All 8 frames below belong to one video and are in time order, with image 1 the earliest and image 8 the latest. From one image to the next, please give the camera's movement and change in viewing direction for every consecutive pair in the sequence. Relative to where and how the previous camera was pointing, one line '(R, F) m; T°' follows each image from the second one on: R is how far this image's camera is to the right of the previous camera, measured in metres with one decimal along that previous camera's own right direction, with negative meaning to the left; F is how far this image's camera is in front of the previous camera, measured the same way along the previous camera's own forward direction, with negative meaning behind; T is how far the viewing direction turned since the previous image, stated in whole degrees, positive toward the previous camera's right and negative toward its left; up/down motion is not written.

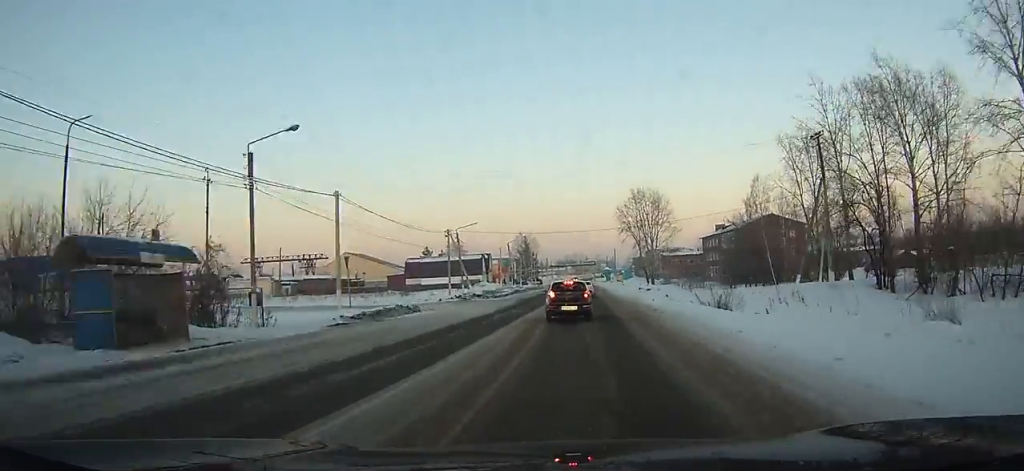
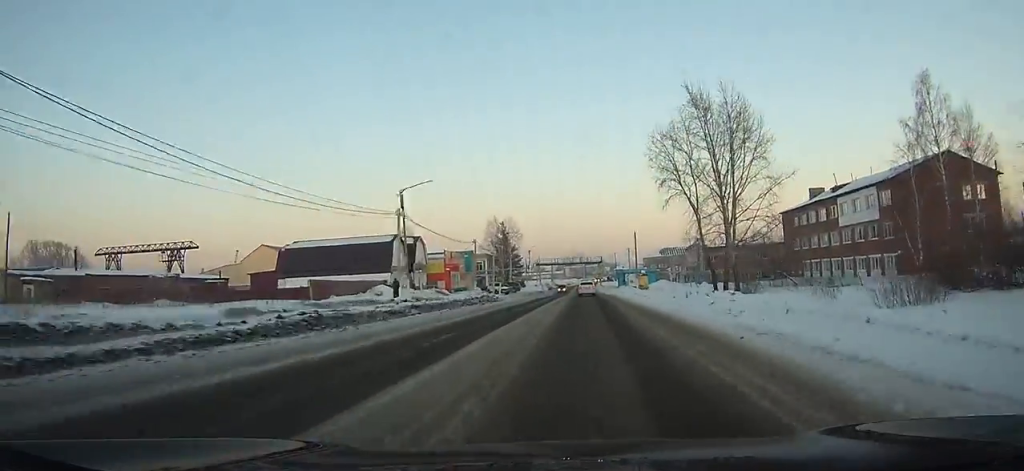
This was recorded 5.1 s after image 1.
(0.0, +58.9) m; 0°
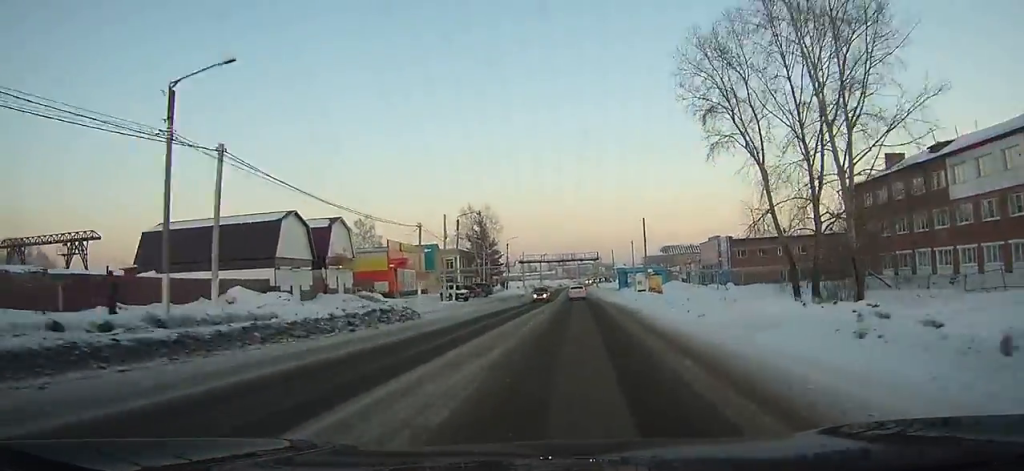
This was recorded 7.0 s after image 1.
(0.0, +23.7) m; 0°
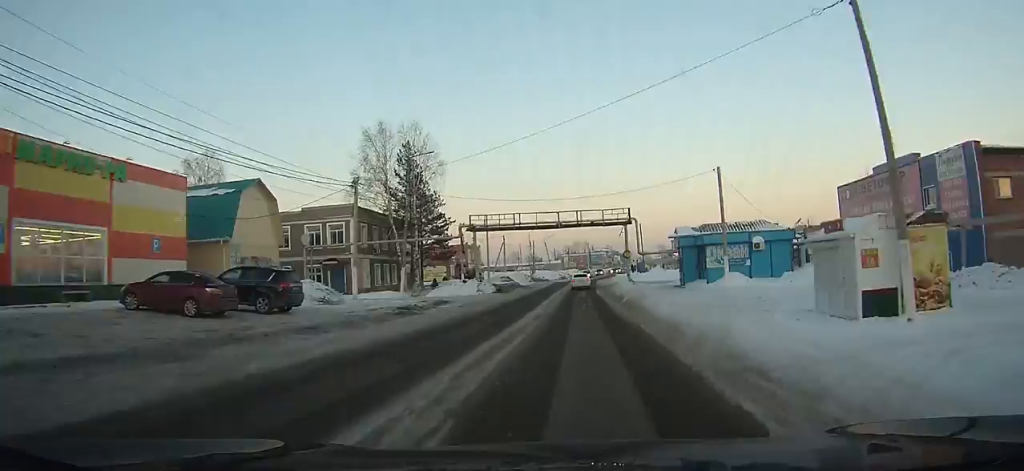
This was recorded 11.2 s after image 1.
(-0.3, +55.5) m; -1°
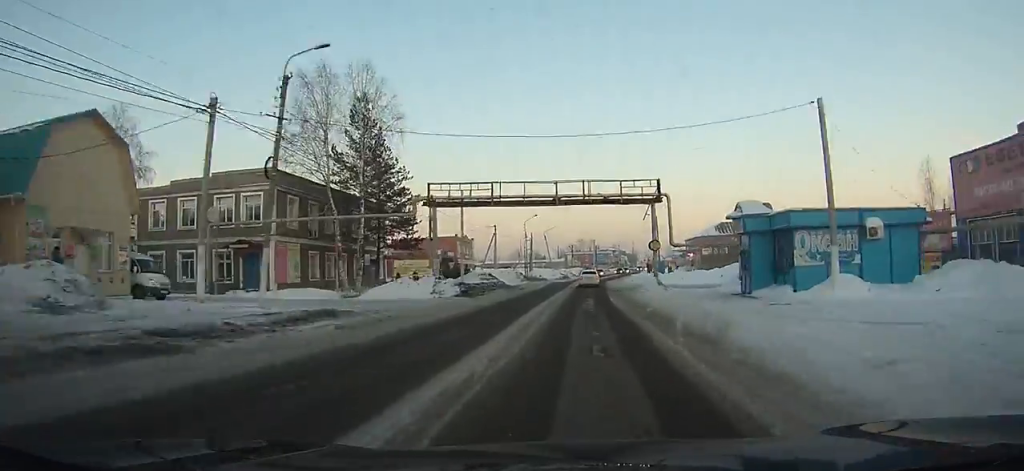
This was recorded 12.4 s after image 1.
(-0.1, +16.0) m; 0°
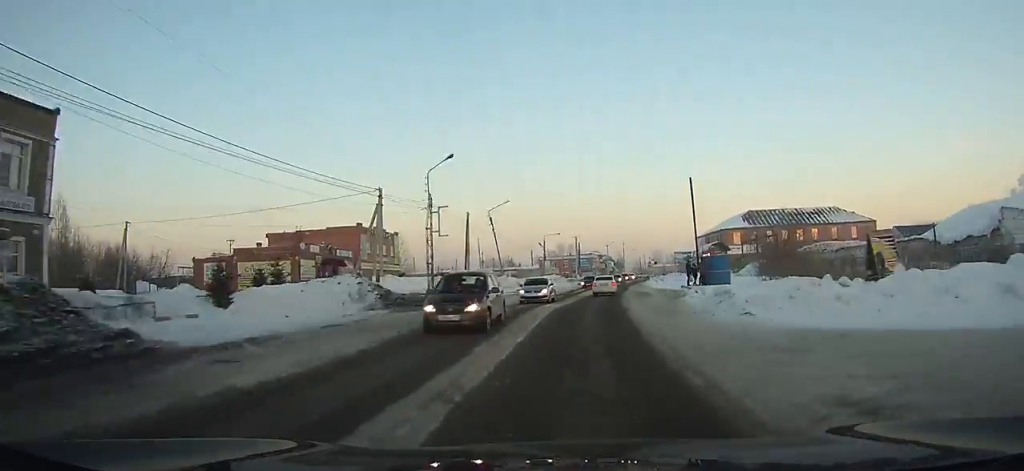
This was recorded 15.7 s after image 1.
(-0.1, +42.6) m; +2°
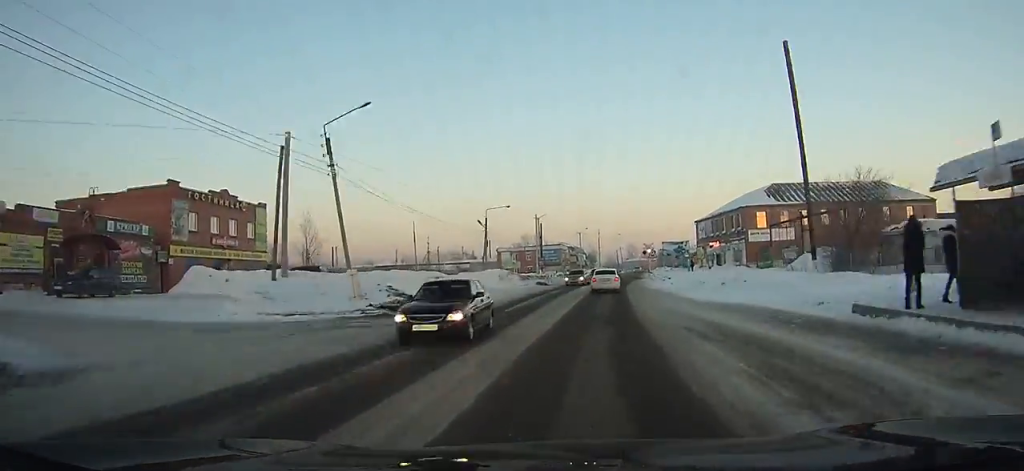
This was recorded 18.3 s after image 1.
(+1.0, +30.1) m; +2°
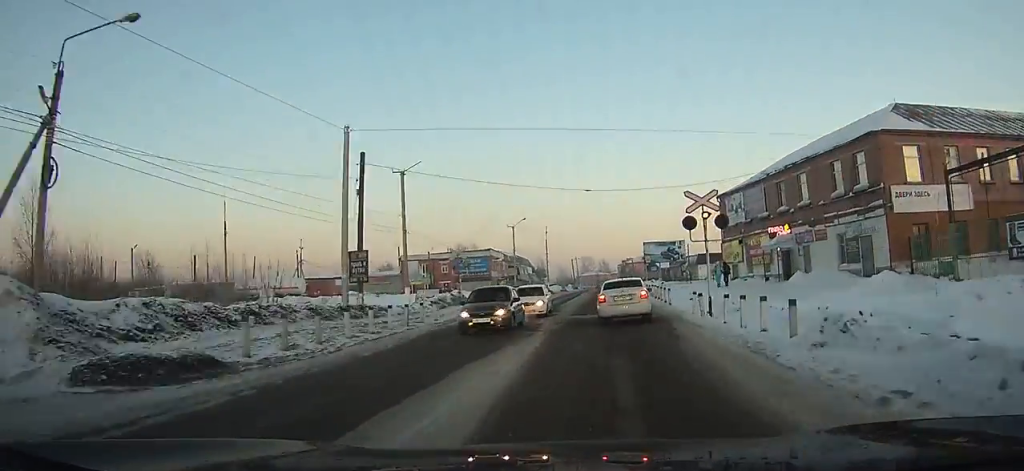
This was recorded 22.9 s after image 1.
(+0.7, +41.0) m; +1°
